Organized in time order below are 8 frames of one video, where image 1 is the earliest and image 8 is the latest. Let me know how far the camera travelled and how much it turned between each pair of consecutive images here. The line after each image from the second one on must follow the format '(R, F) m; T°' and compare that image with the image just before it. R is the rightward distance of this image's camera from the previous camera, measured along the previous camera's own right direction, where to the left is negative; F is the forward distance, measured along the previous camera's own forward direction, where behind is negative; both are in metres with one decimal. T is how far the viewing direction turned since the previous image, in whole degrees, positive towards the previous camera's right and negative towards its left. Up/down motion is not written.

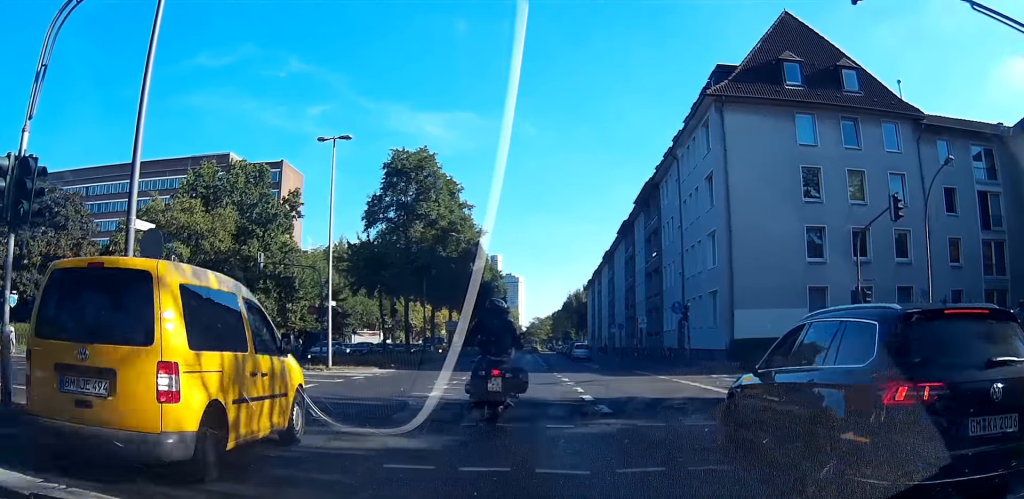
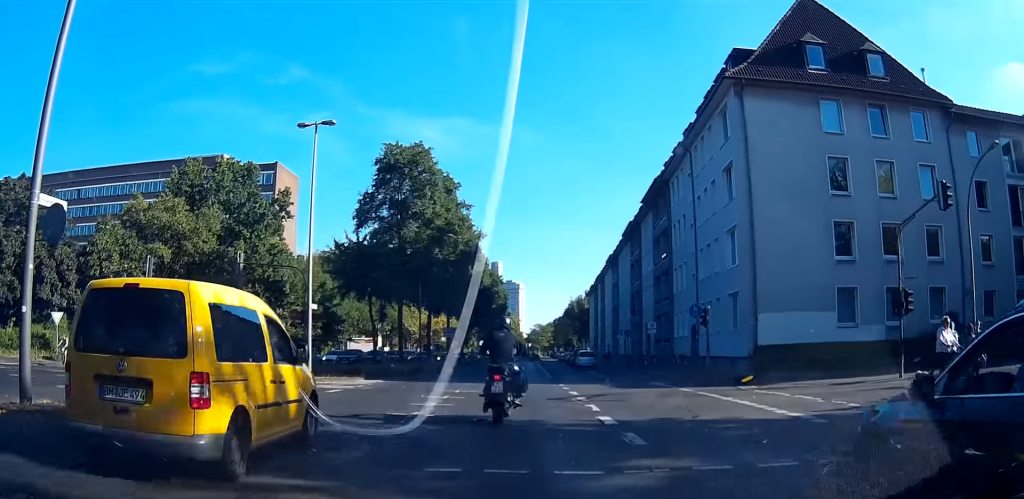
(-0.3, +6.3) m; +3°
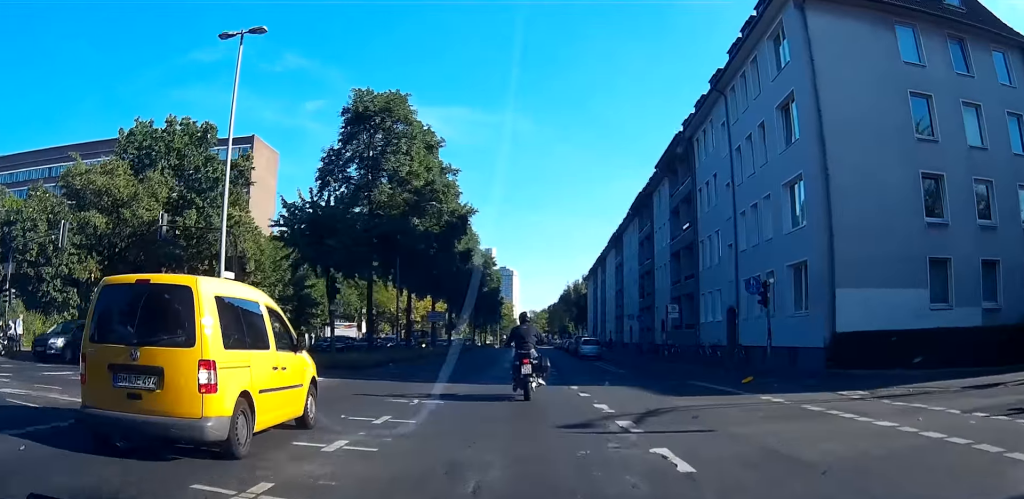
(+0.5, +12.6) m; -2°
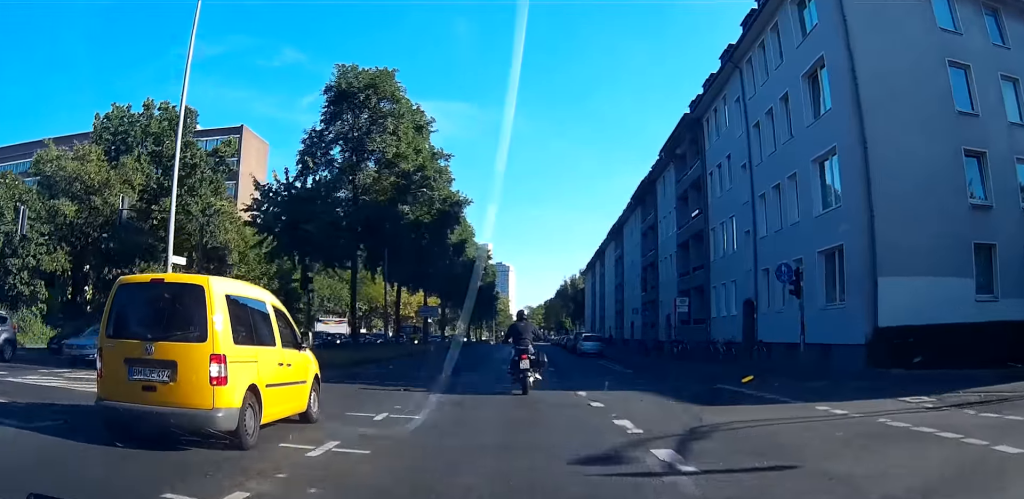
(-0.1, +4.6) m; -3°
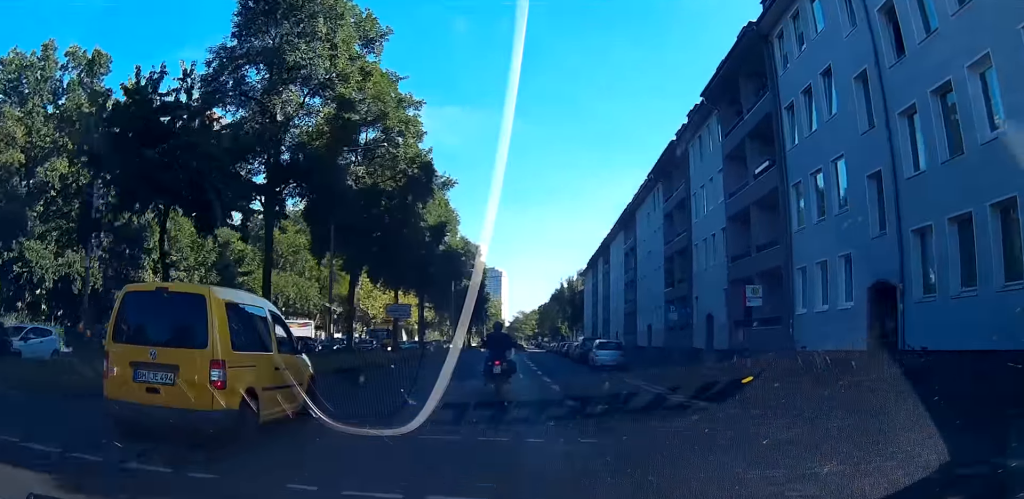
(-1.1, +16.0) m; -5°
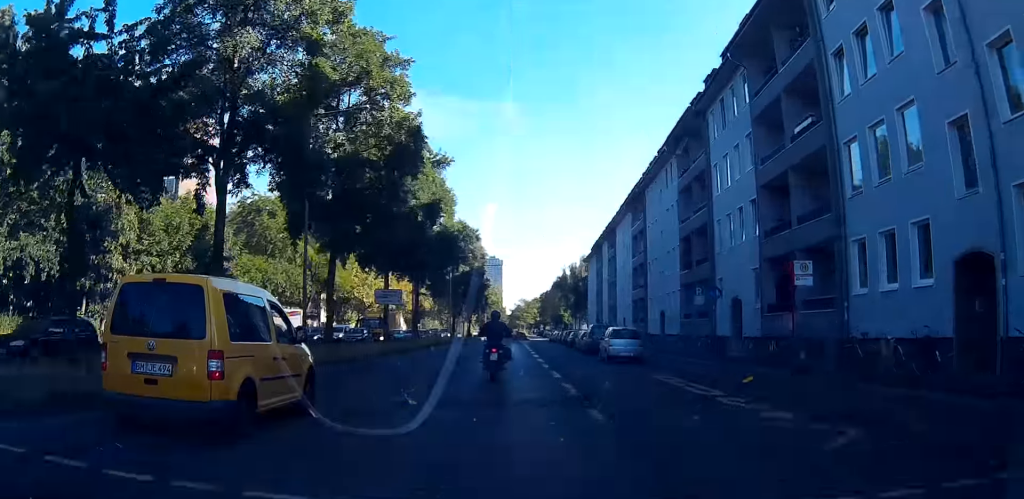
(0.0, +5.3) m; 0°
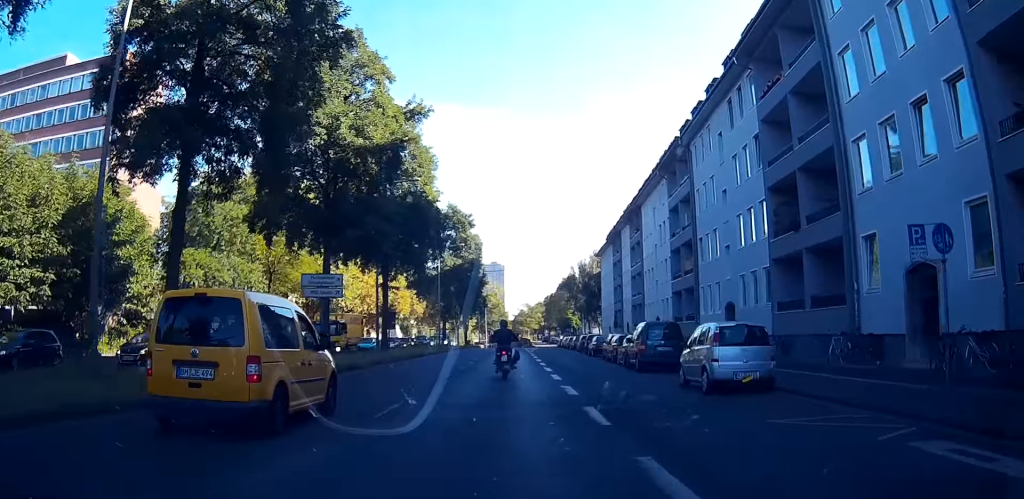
(-0.2, +21.2) m; 0°
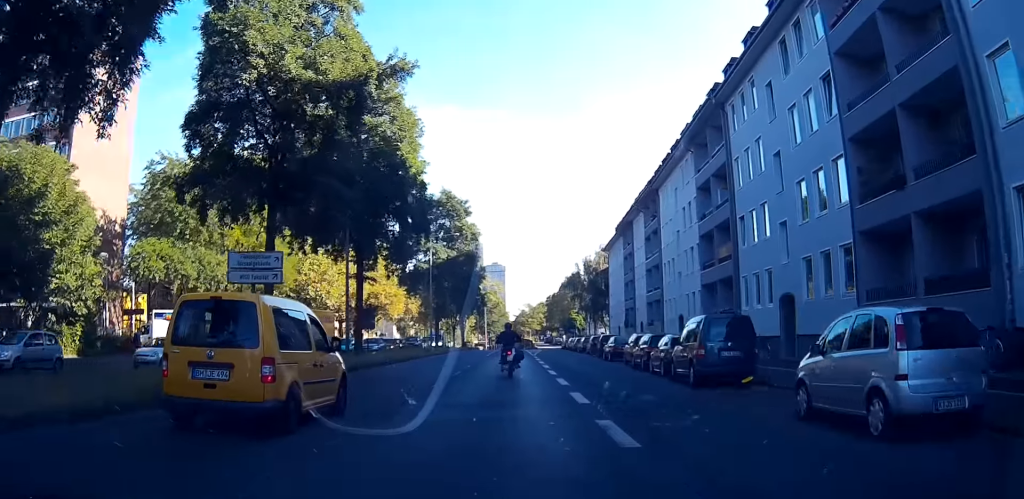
(0.0, +10.3) m; 0°
